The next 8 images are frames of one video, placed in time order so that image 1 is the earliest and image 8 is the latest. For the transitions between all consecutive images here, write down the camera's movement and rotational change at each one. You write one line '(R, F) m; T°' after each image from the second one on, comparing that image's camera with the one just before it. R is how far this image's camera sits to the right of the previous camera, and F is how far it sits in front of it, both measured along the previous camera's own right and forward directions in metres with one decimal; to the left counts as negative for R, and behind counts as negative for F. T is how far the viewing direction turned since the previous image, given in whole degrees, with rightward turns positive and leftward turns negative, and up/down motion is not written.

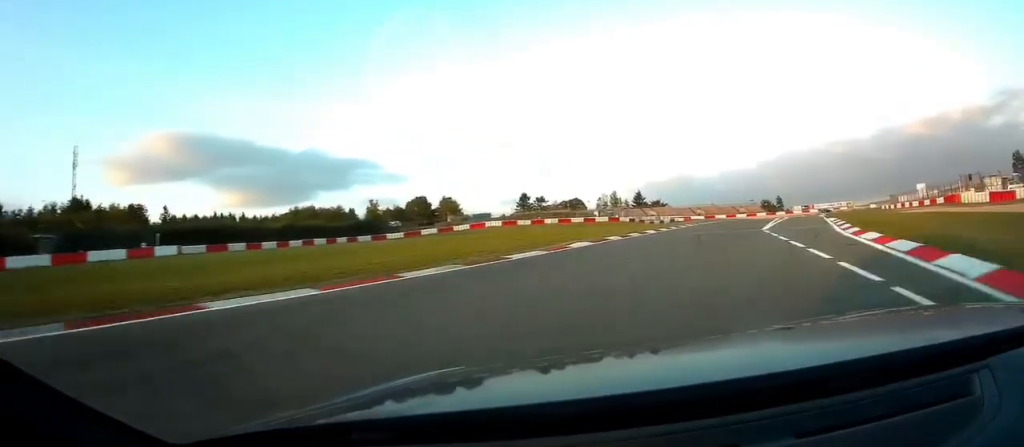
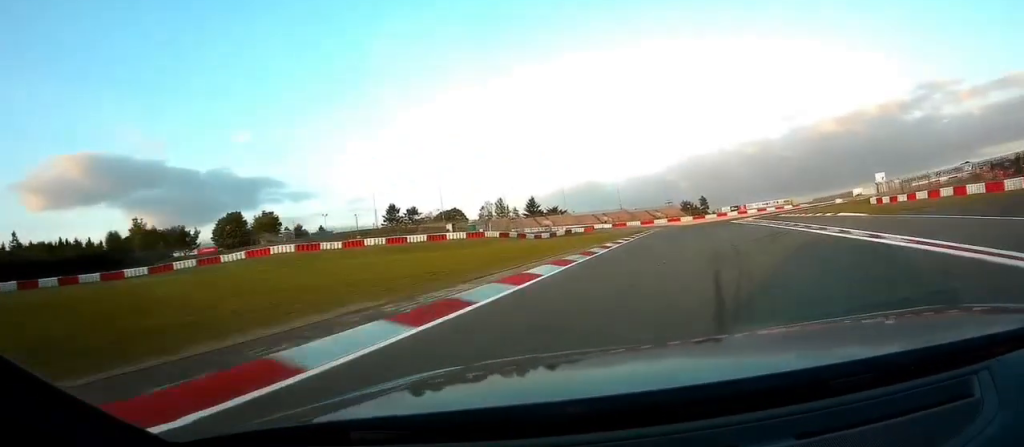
(+4.6, +54.5) m; +8°
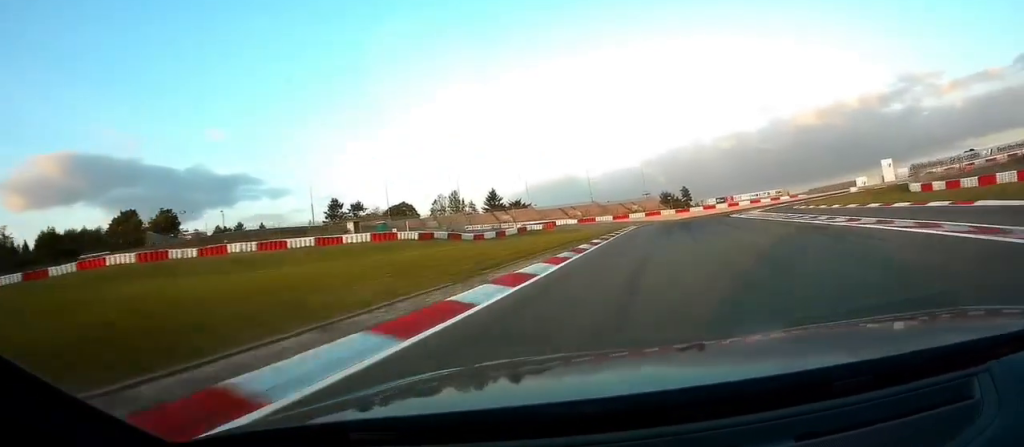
(+0.7, +31.5) m; +3°
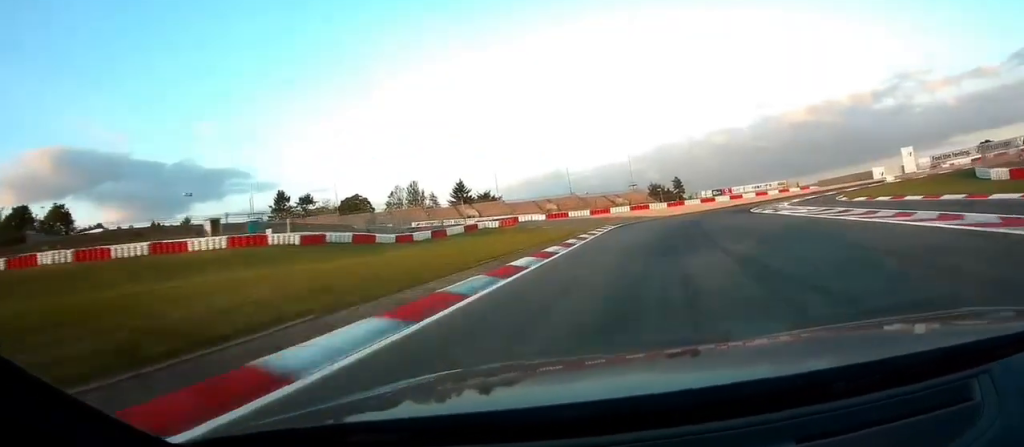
(+0.8, +27.7) m; +3°
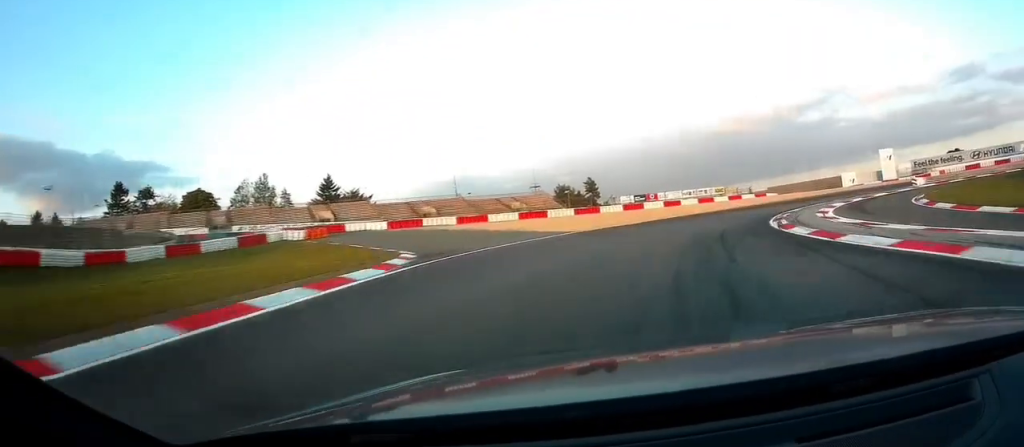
(+1.6, +40.1) m; +4°
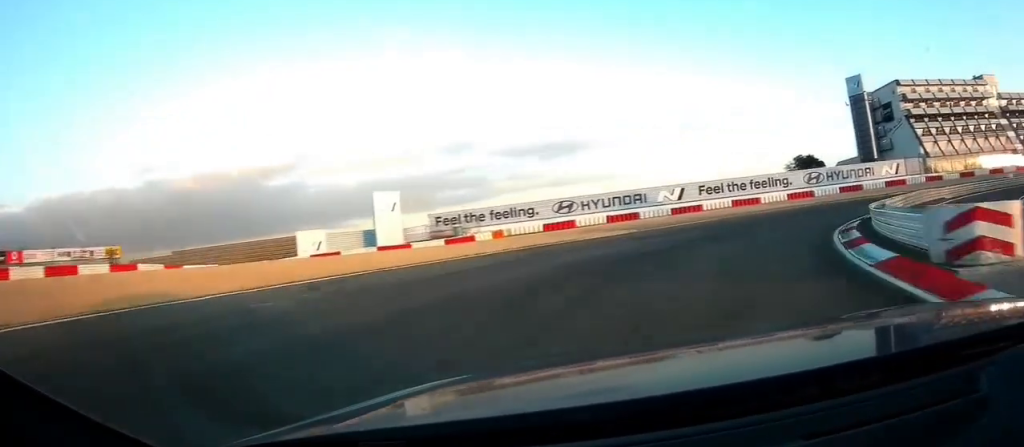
(+3.8, +70.0) m; +7°
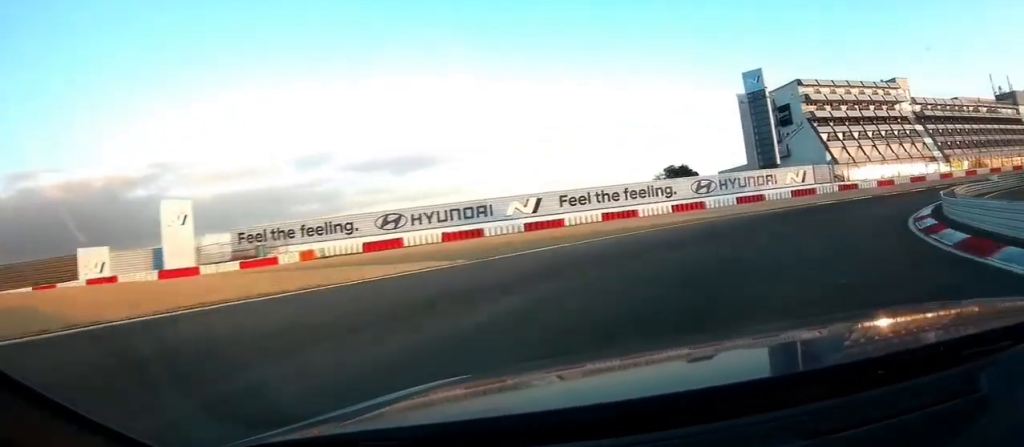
(+0.4, +16.6) m; +5°
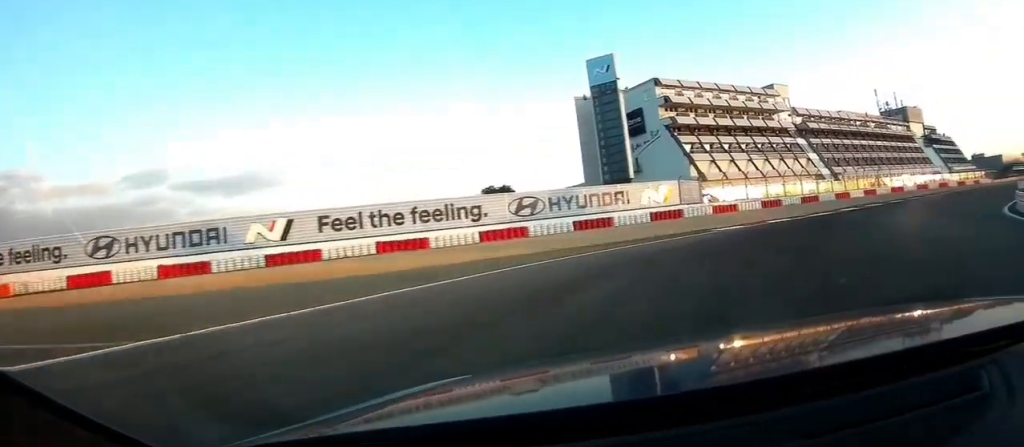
(+1.1, +19.3) m; +1°
